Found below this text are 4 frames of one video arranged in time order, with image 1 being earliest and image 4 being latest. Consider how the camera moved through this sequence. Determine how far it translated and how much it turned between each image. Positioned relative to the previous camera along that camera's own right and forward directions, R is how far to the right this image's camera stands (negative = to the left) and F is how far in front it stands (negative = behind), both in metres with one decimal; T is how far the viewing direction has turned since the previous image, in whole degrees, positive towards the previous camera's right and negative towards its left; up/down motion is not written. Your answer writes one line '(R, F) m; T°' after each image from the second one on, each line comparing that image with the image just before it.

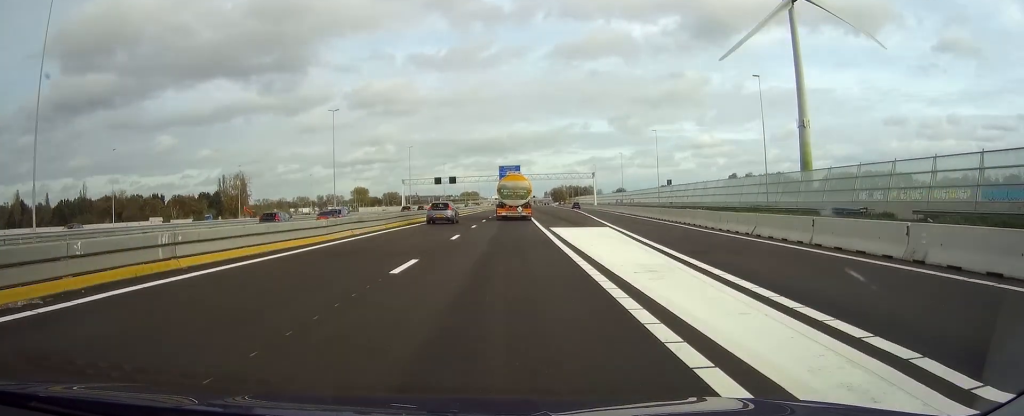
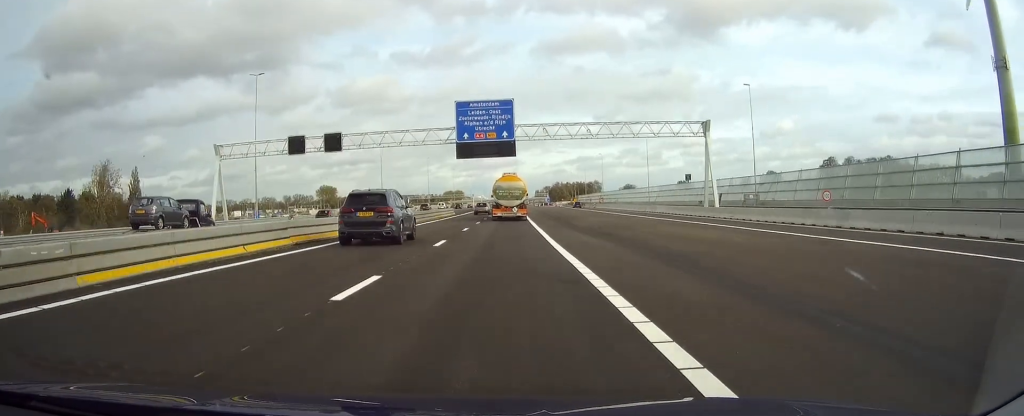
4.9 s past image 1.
(+1.1, +111.0) m; +1°
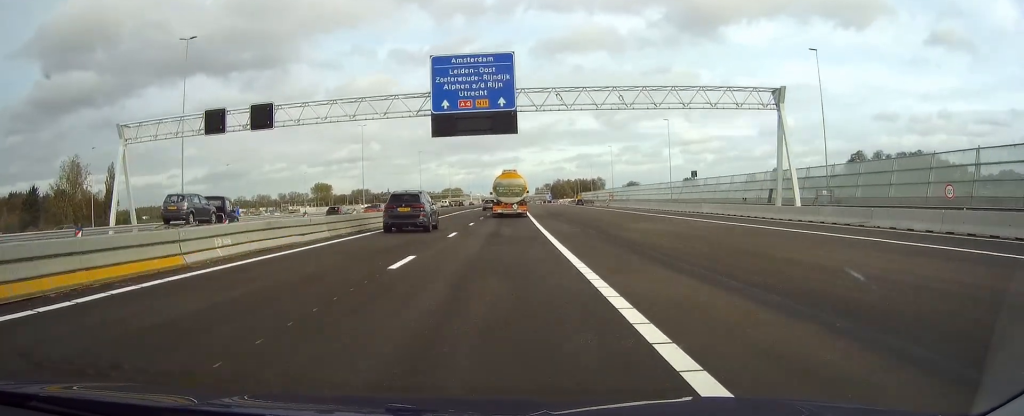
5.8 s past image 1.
(0.0, +19.5) m; 0°
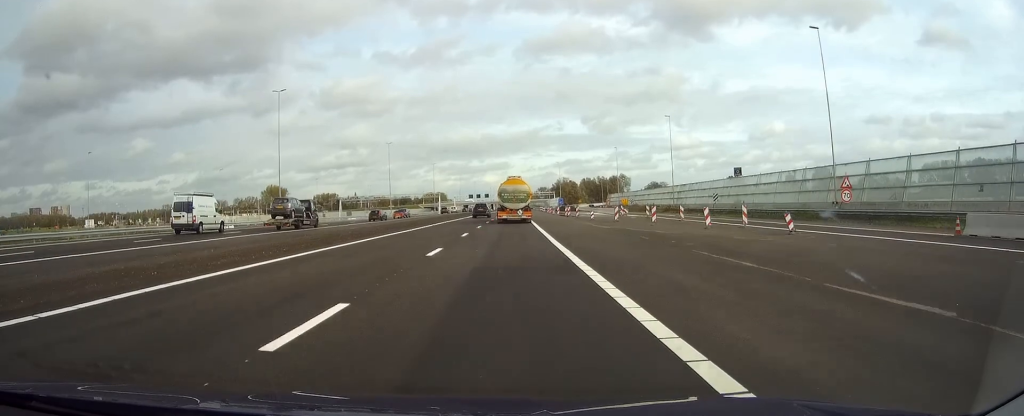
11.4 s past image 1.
(-0.2, +126.9) m; +1°
